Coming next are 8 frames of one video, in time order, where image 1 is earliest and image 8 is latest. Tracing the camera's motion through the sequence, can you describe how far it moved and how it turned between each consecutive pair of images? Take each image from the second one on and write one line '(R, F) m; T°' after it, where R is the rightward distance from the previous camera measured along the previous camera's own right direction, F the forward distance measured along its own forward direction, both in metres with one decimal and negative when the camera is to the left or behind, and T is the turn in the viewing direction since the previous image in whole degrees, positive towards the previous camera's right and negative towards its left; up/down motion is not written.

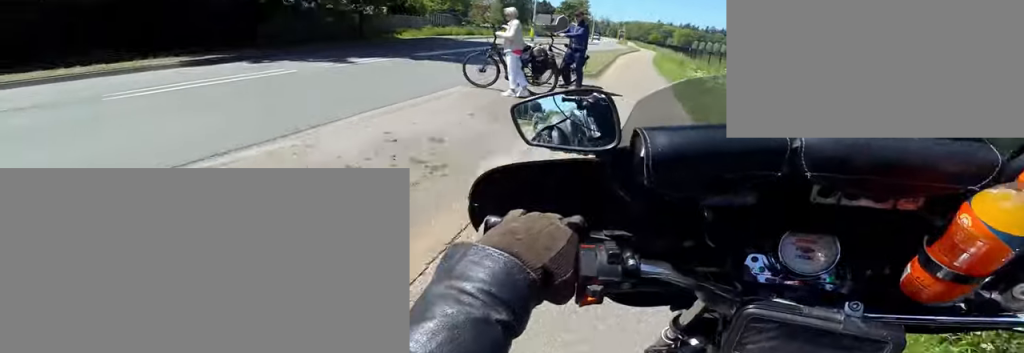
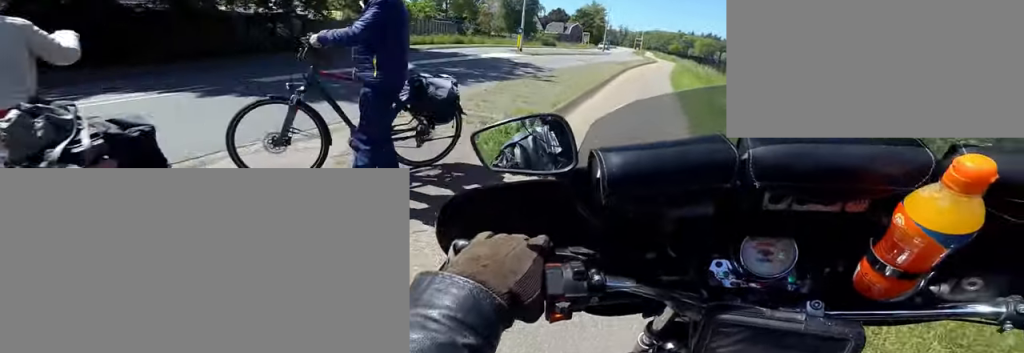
(0.0, +5.9) m; +1°
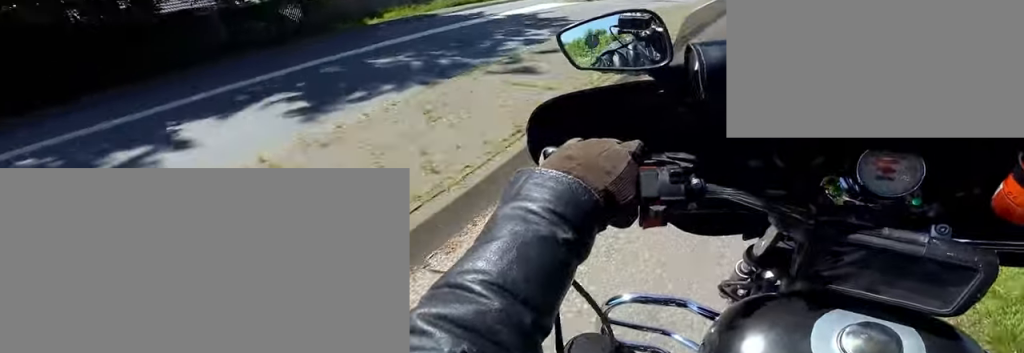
(+0.1, +5.4) m; +6°
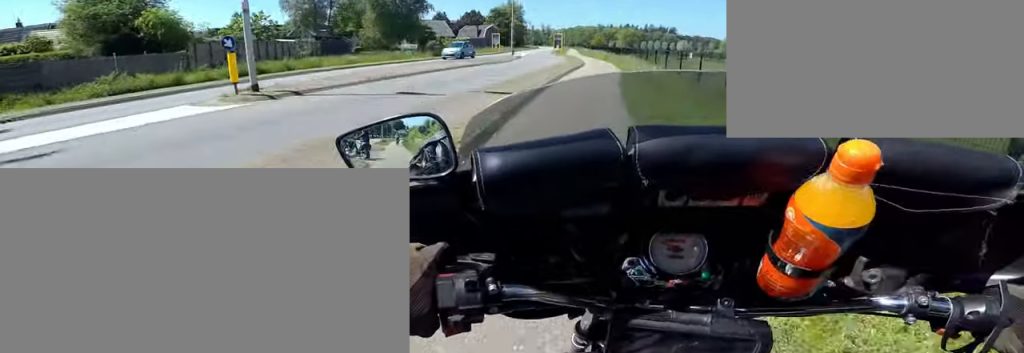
(+0.9, +7.4) m; +4°
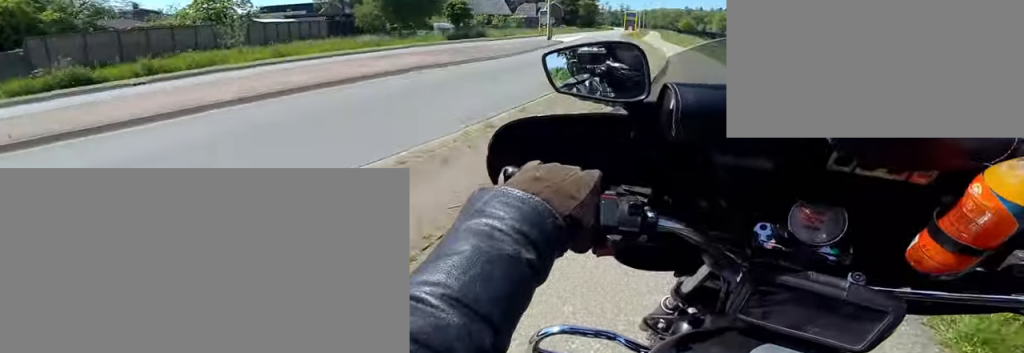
(-1.2, +10.8) m; -11°
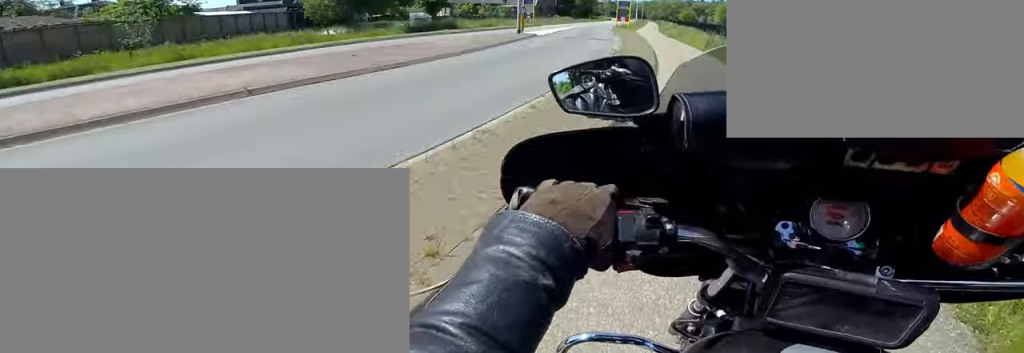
(0.0, +4.4) m; 0°
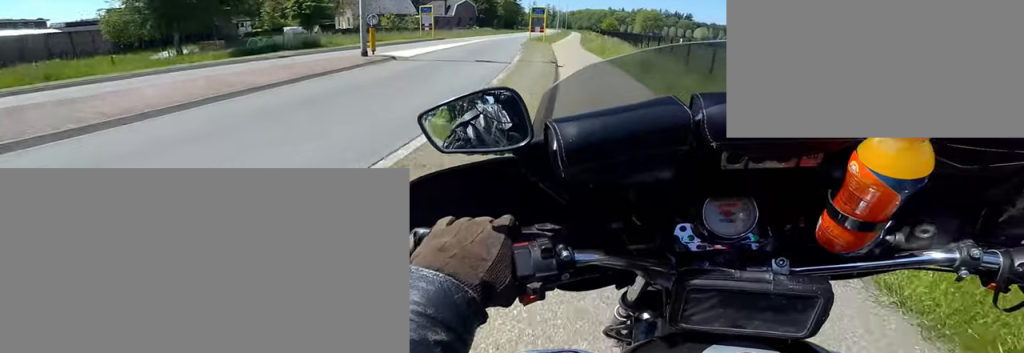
(0.0, +6.9) m; 0°
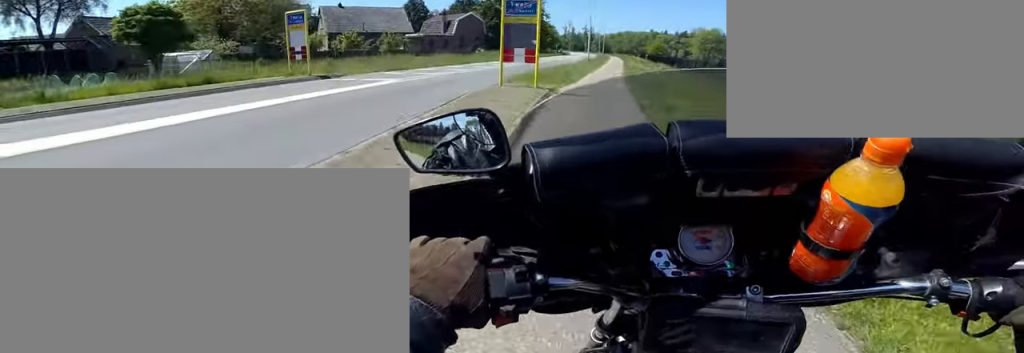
(-0.6, +16.4) m; -9°
